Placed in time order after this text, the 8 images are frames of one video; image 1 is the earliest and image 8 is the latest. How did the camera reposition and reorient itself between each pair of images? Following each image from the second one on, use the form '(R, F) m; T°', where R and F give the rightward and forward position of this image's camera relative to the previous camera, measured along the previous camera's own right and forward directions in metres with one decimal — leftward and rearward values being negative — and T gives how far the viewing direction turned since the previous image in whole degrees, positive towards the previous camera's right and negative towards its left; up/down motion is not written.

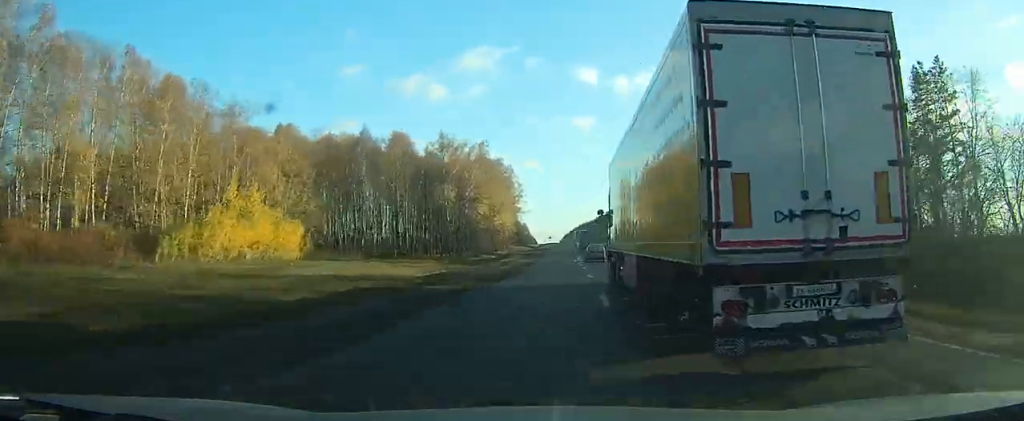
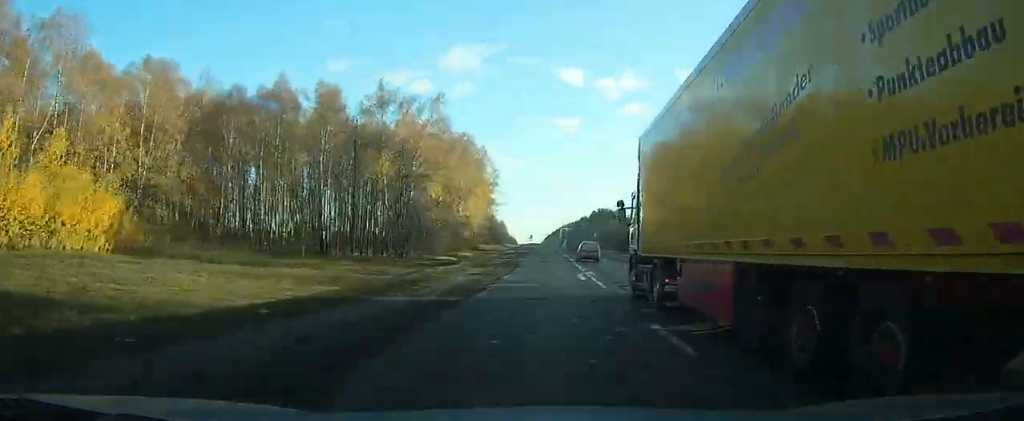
(-1.0, +28.1) m; +1°
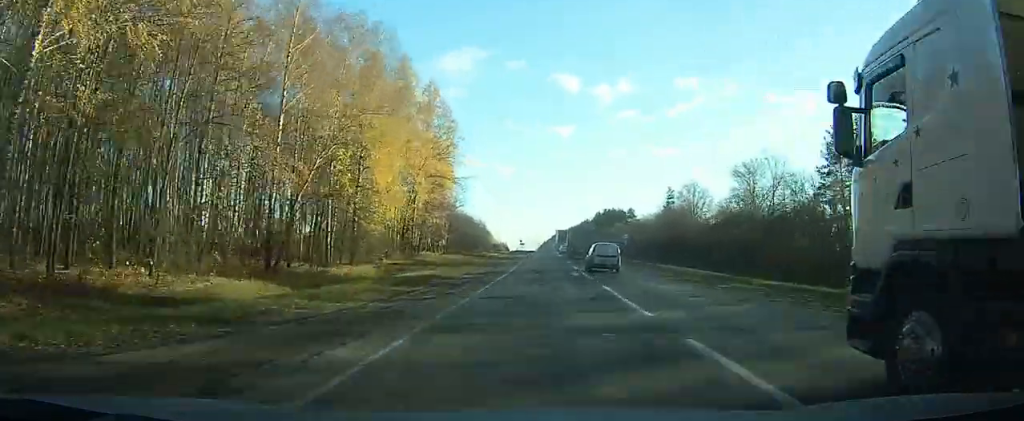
(+1.9, +53.1) m; +4°
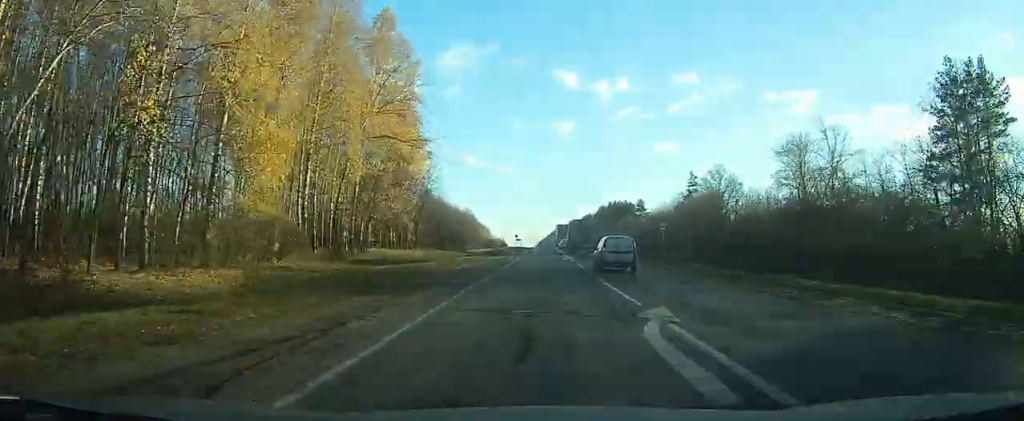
(+0.3, +22.1) m; +1°
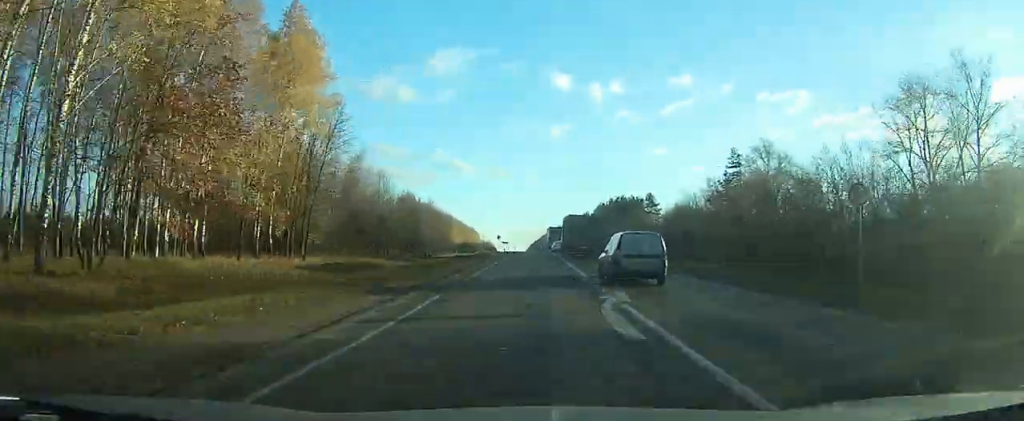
(+0.2, +32.7) m; 0°
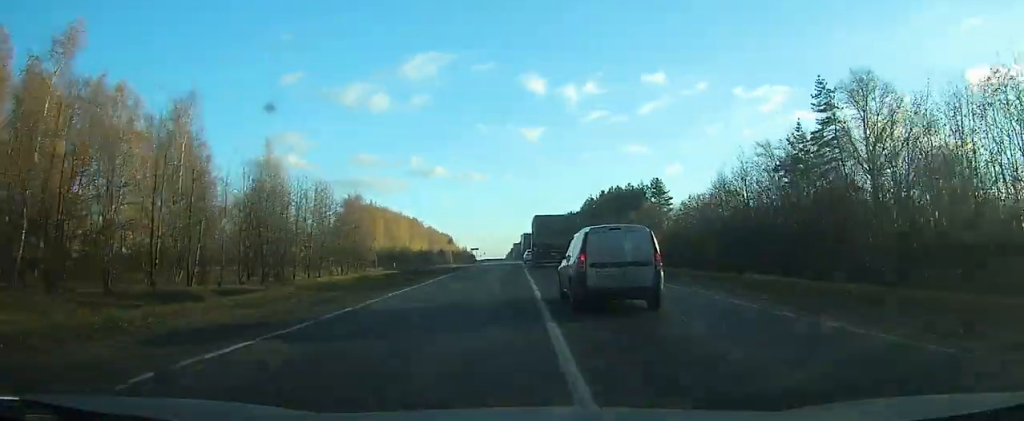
(+0.1, +38.0) m; 0°
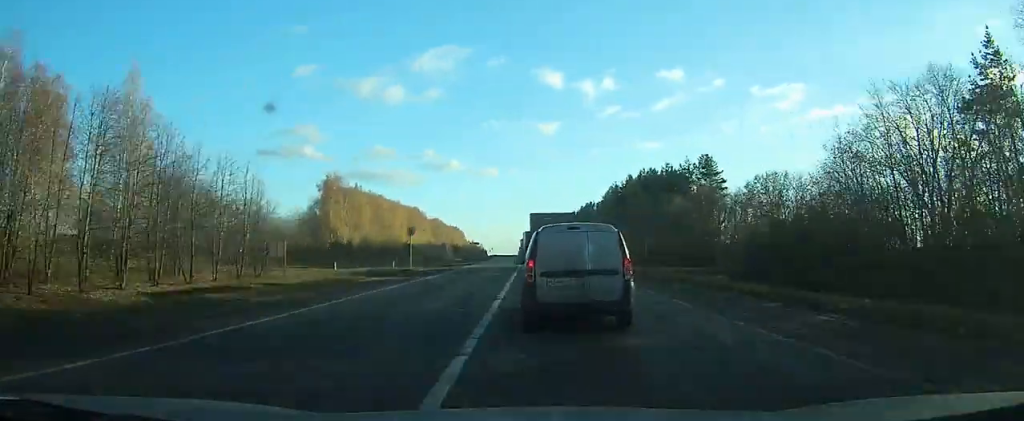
(+0.1, +32.3) m; -1°
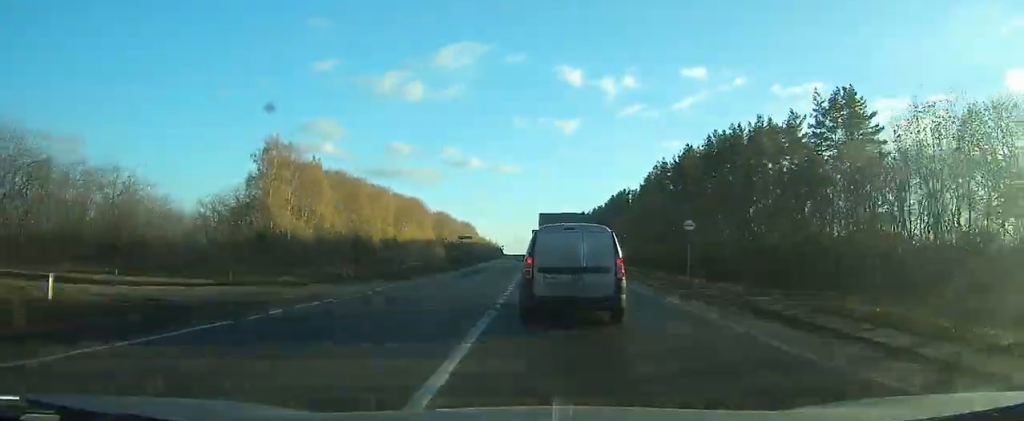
(-0.9, +47.1) m; -2°
